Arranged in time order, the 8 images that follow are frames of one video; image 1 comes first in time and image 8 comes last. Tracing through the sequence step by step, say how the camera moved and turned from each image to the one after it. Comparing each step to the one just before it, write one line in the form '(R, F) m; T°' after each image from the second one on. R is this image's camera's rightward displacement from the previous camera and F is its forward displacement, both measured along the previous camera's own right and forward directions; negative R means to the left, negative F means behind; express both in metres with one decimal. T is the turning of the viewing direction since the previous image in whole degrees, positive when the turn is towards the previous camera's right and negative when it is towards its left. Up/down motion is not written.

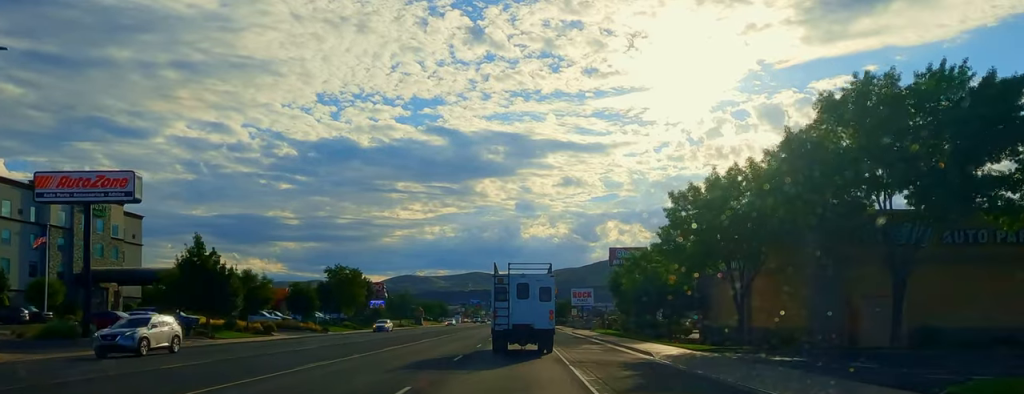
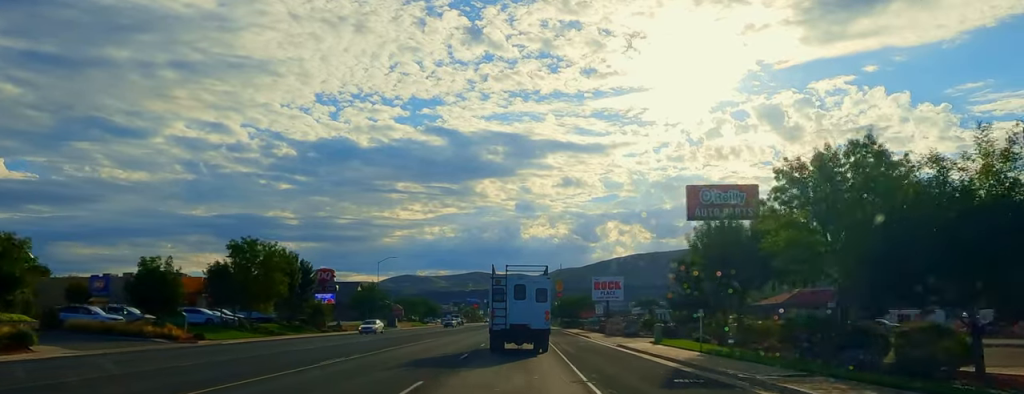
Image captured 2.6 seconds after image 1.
(0.0, +35.5) m; 0°
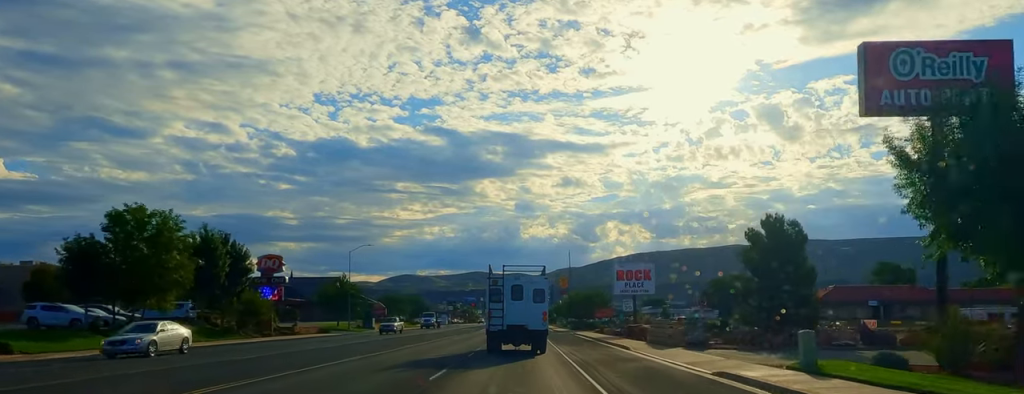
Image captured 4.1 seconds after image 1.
(0.0, +20.3) m; 0°
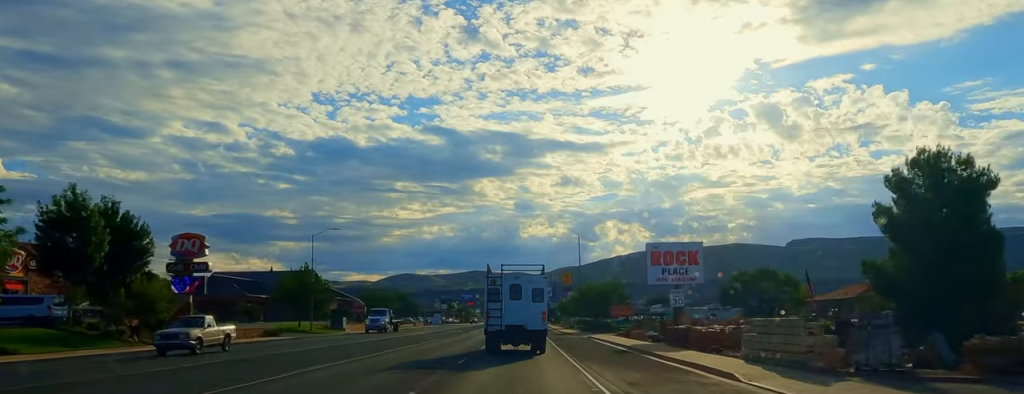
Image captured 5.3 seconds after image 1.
(0.0, +17.6) m; 0°
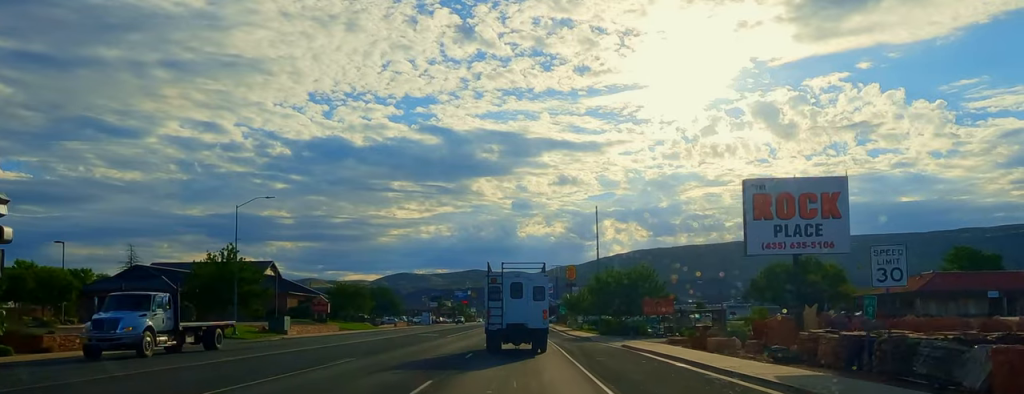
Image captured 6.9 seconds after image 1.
(0.0, +21.6) m; 0°
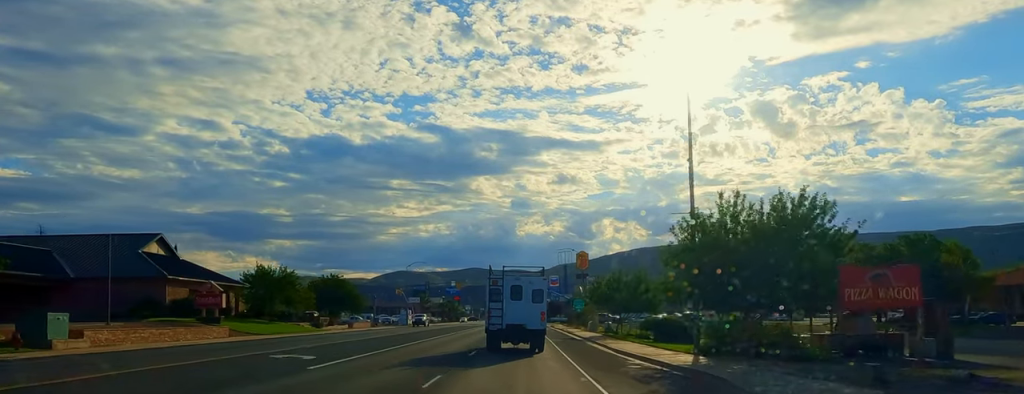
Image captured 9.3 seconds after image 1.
(-0.2, +35.2) m; -3°
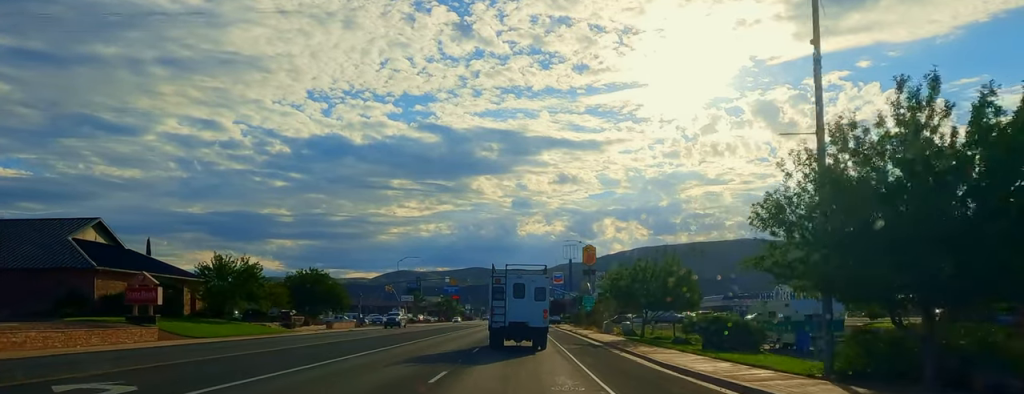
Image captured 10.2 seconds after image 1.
(-0.6, +11.8) m; 0°
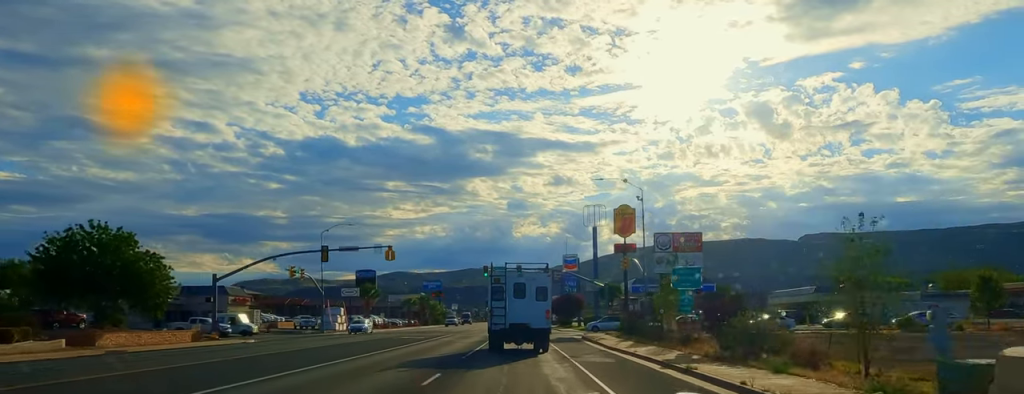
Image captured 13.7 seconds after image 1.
(+1.0, +48.1) m; +3°
